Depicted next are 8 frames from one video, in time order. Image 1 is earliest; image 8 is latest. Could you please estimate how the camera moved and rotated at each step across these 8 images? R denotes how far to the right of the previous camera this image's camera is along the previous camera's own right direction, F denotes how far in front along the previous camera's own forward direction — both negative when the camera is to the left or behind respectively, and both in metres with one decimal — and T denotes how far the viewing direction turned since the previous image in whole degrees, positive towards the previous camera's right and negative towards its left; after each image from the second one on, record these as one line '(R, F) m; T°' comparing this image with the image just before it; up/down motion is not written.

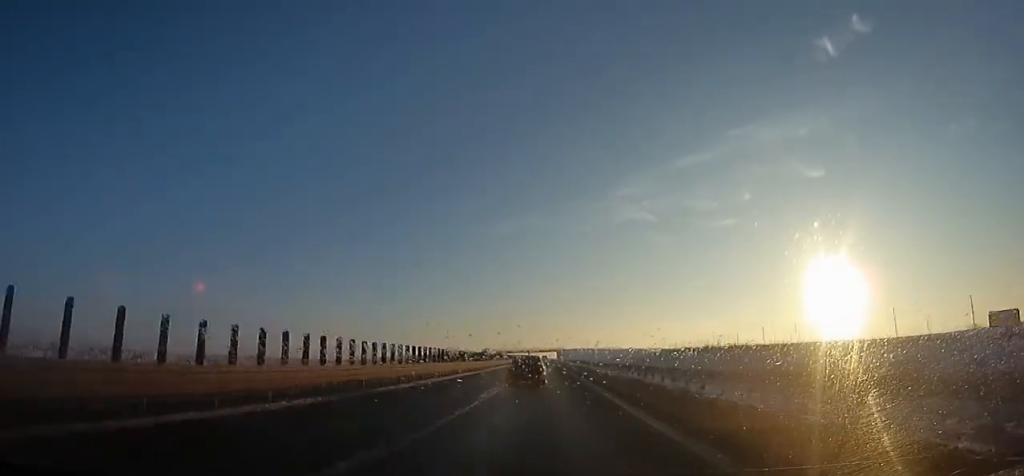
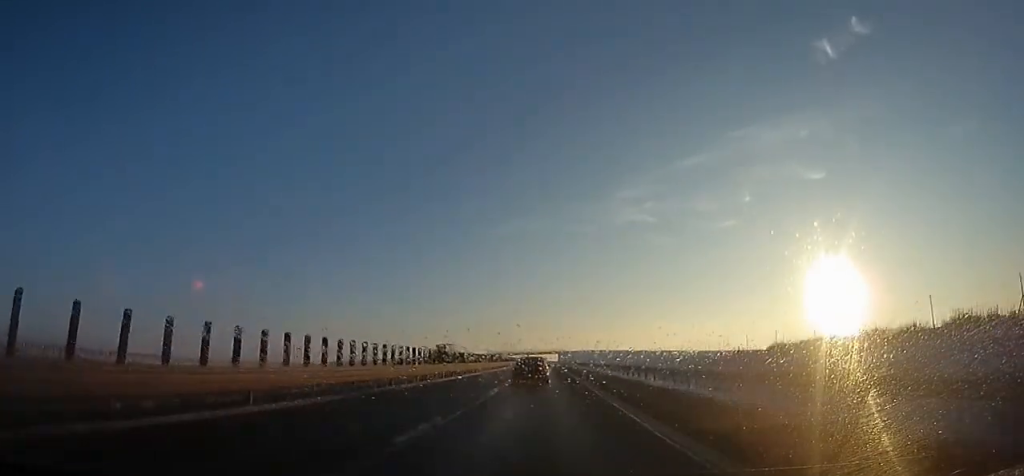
(-0.1, +32.4) m; 0°
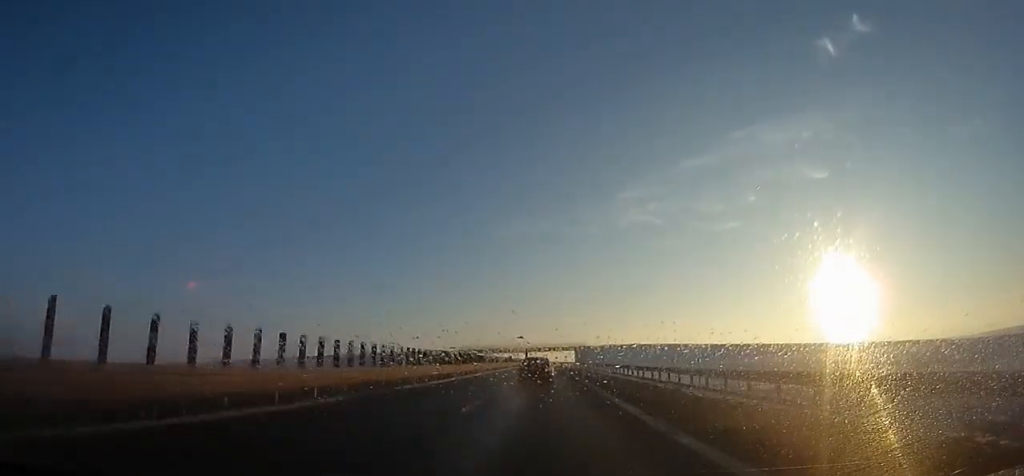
(-2.1, +152.6) m; -1°
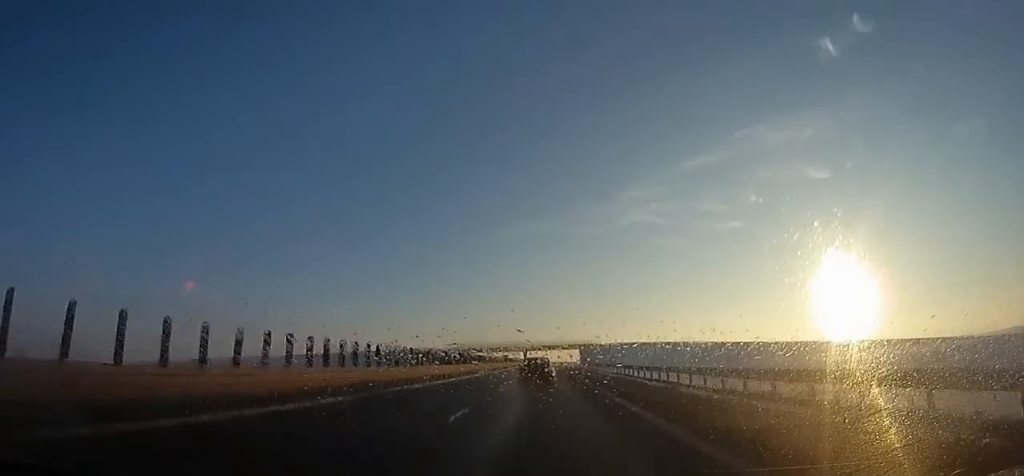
(0.0, +26.2) m; 0°
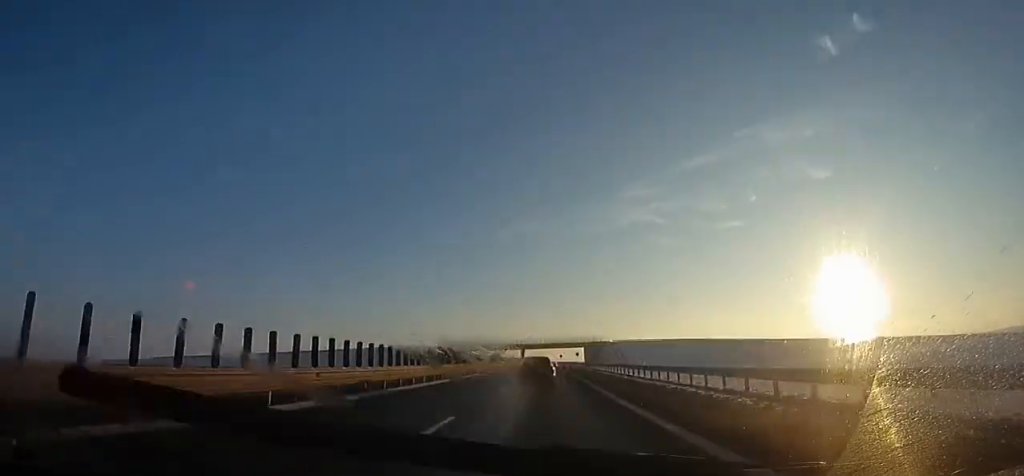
(+0.2, +26.2) m; 0°
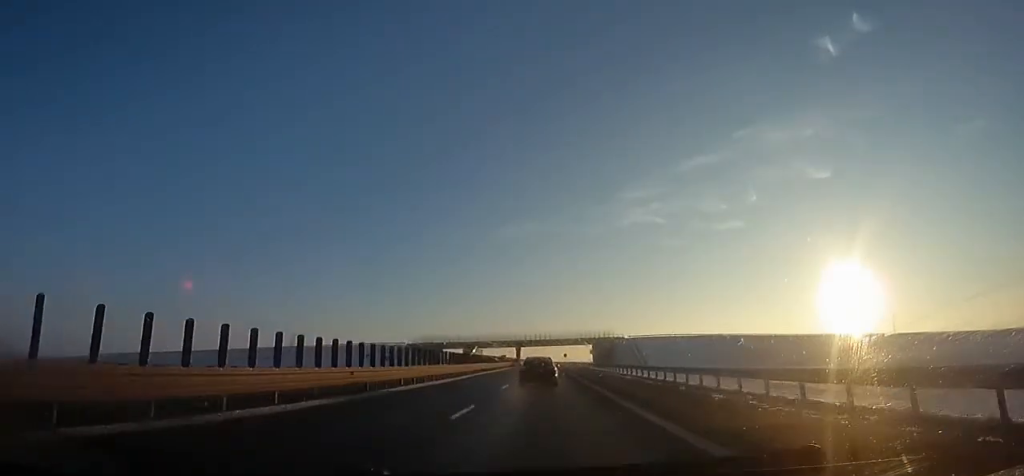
(-0.4, +33.4) m; 0°
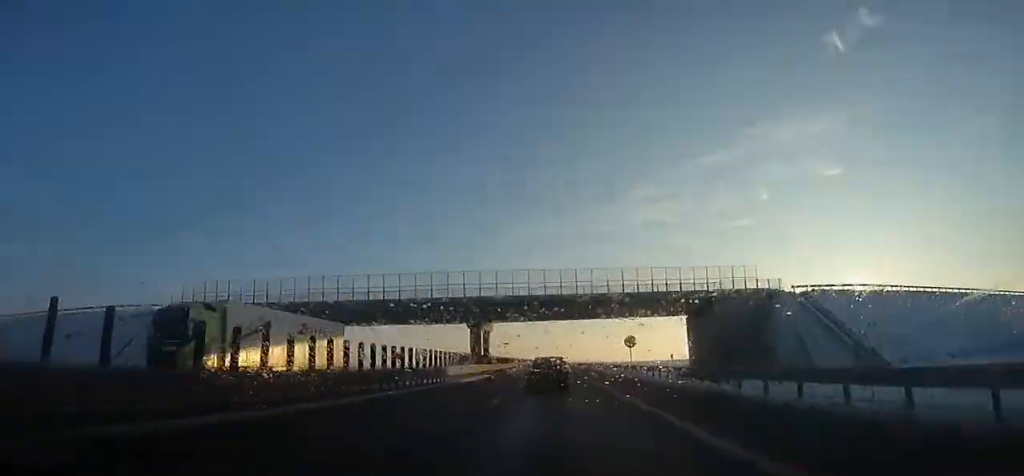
(-0.4, +105.5) m; 0°
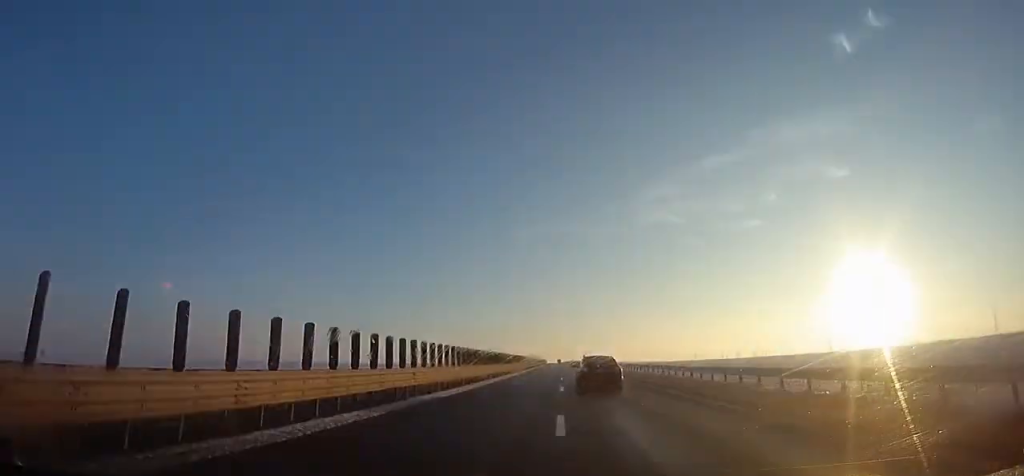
(-0.3, +64.9) m; -1°
